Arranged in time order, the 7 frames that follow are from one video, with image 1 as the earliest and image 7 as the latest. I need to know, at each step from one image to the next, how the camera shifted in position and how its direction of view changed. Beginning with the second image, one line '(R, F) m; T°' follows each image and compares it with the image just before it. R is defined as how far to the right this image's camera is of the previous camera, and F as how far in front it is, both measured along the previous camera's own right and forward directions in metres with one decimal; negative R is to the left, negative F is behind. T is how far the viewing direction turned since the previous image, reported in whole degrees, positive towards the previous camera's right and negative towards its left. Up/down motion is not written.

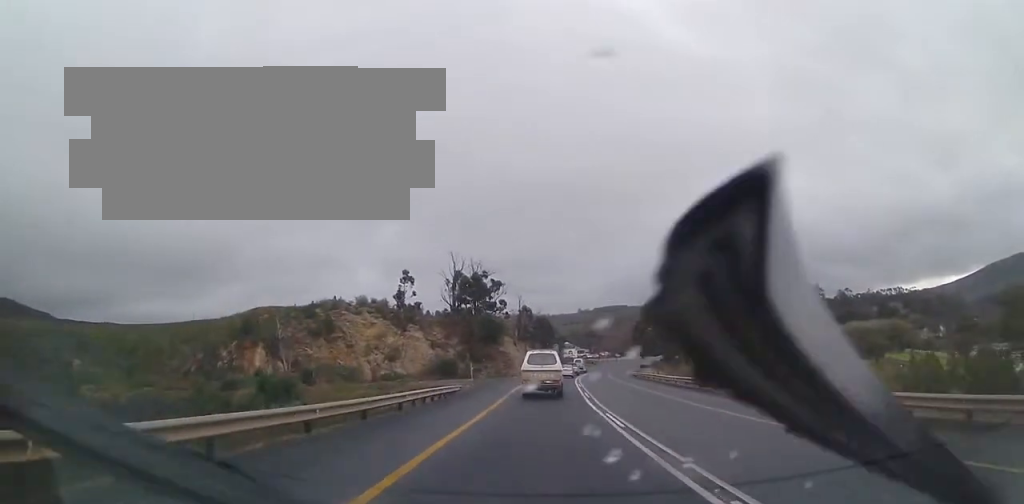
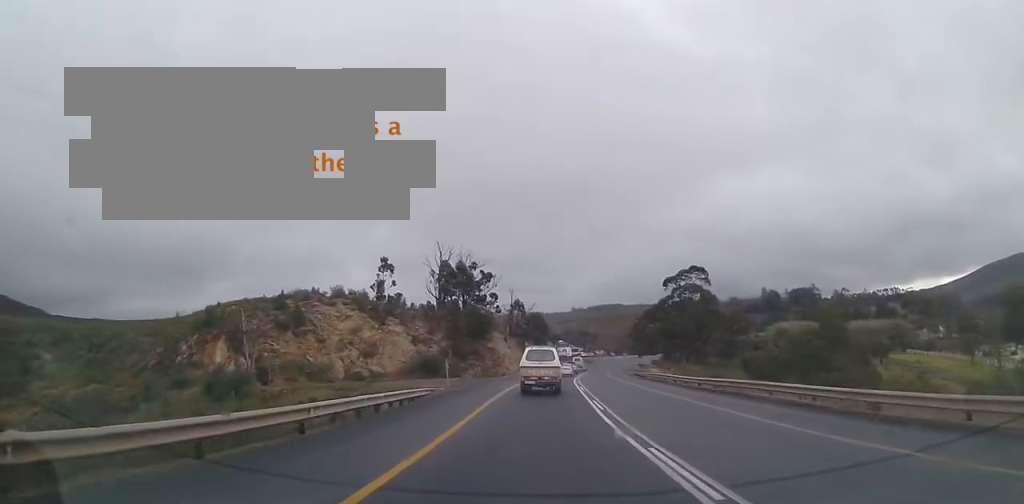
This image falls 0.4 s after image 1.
(0.0, +7.8) m; 0°
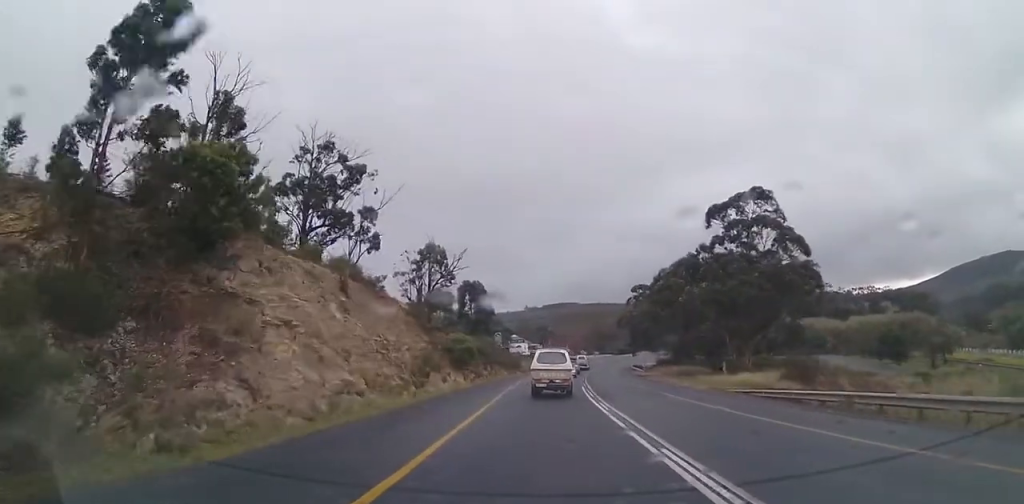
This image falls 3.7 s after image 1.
(0.0, +59.9) m; 0°
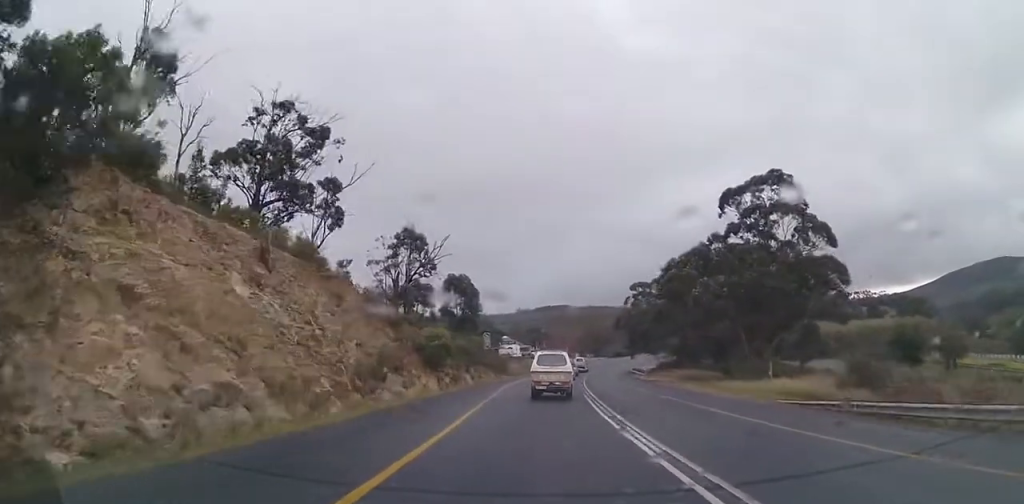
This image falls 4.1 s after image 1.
(0.0, +8.0) m; 0°
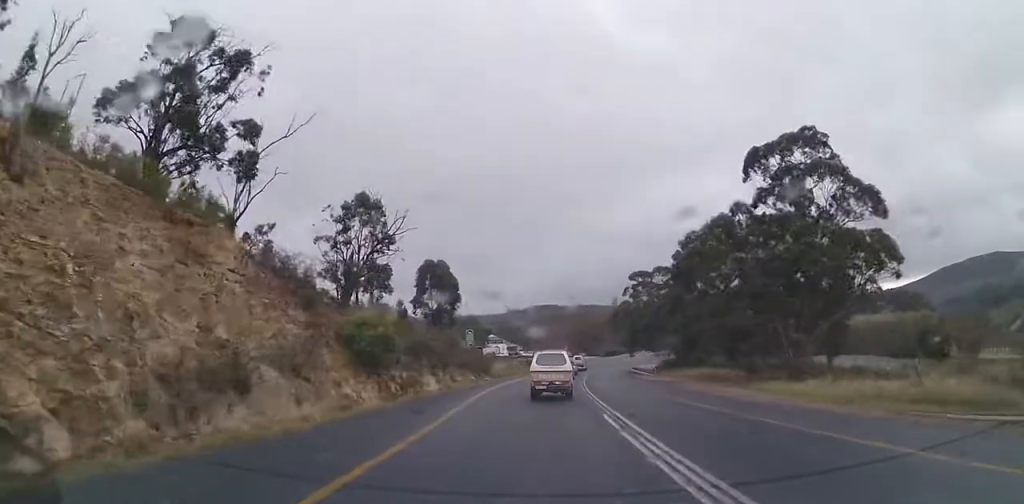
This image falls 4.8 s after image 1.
(0.0, +11.6) m; +2°
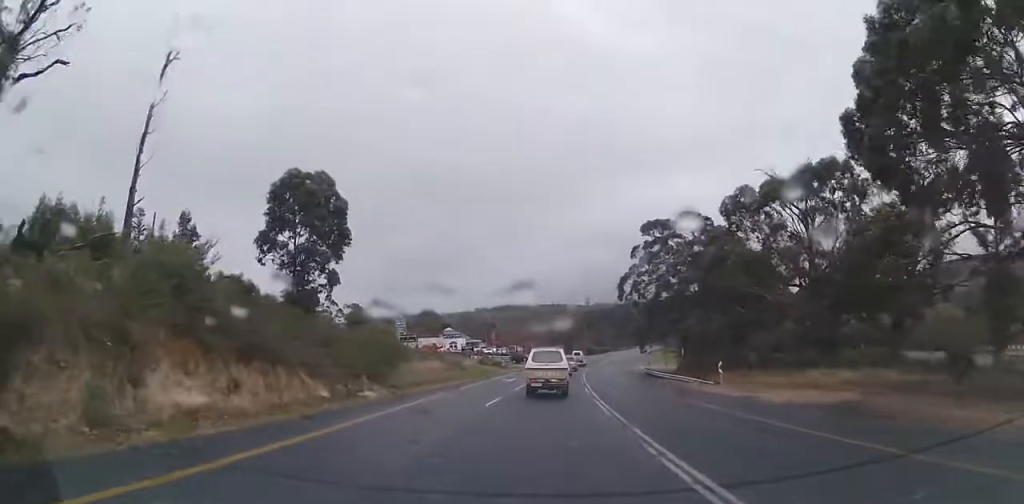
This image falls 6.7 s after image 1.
(+2.6, +34.7) m; +8°
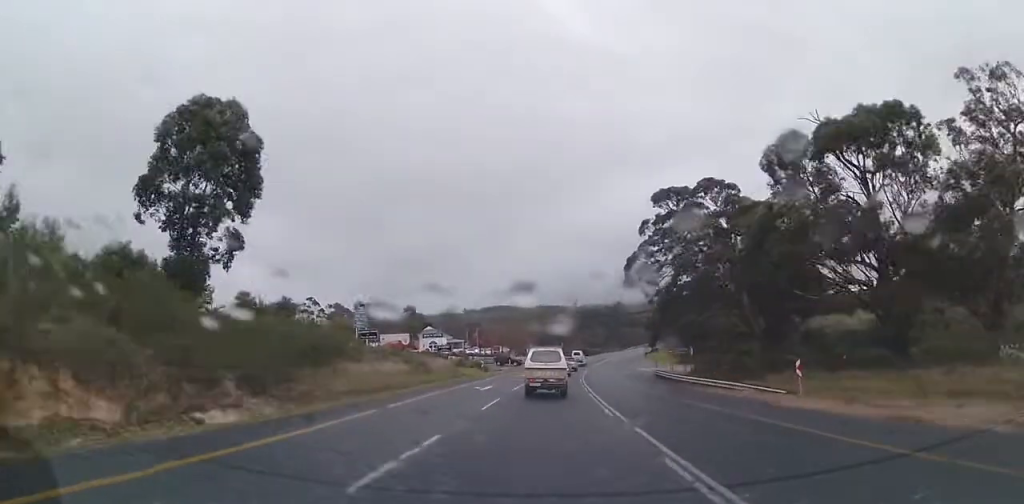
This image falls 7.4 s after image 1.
(+0.2, +12.4) m; +1°
